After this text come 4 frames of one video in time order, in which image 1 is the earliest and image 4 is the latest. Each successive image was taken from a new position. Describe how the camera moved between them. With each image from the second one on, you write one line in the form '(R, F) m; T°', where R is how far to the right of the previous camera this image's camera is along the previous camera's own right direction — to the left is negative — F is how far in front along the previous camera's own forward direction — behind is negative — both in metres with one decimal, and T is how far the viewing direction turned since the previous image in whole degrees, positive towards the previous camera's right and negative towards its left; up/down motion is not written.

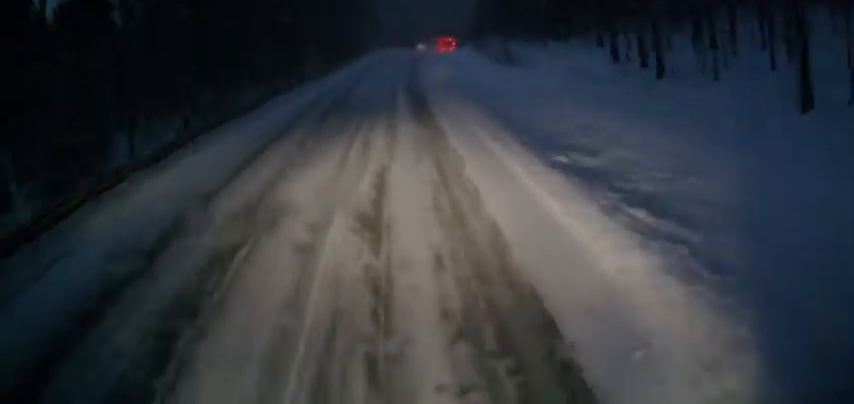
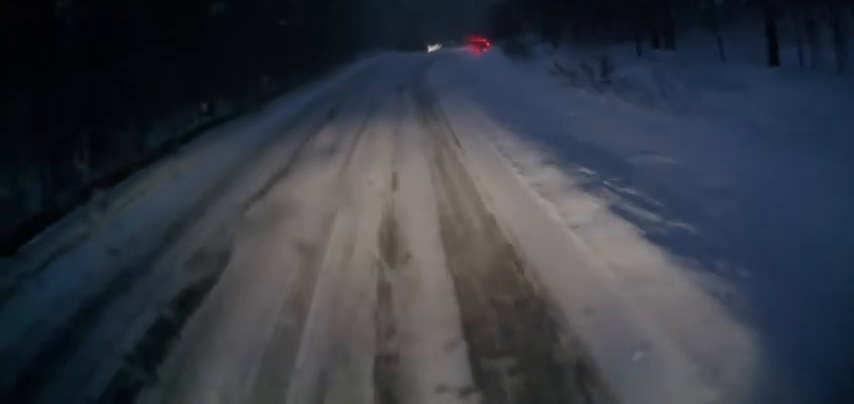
(+0.1, +18.8) m; -1°
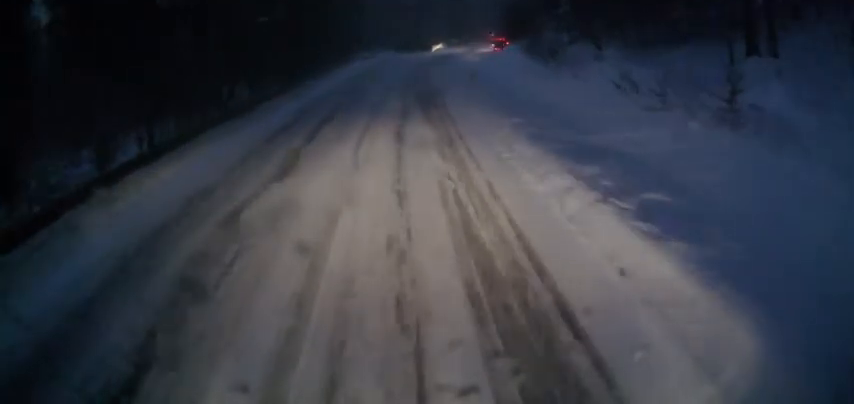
(-0.5, +8.9) m; 0°
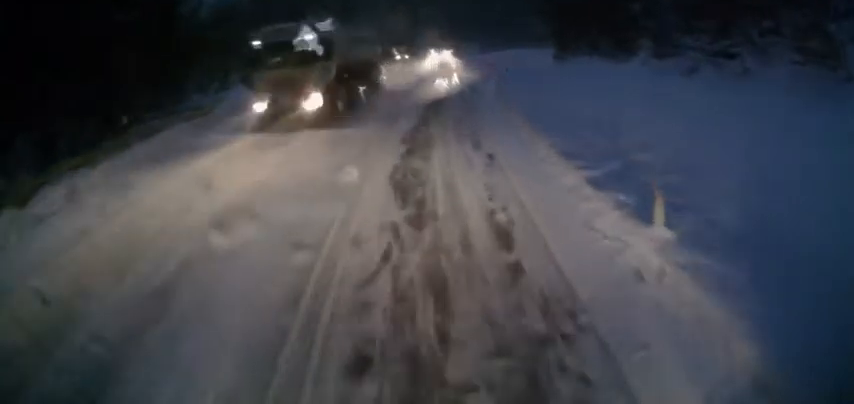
(+7.6, +47.7) m; +21°
